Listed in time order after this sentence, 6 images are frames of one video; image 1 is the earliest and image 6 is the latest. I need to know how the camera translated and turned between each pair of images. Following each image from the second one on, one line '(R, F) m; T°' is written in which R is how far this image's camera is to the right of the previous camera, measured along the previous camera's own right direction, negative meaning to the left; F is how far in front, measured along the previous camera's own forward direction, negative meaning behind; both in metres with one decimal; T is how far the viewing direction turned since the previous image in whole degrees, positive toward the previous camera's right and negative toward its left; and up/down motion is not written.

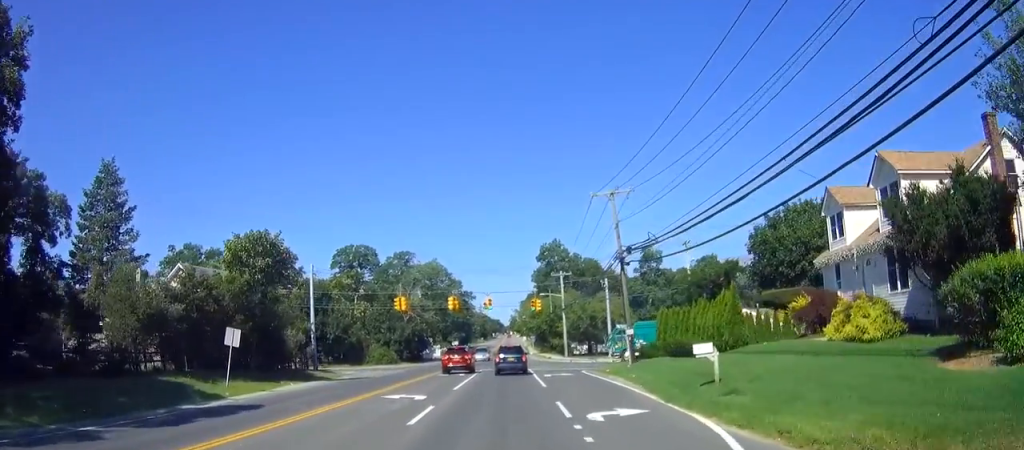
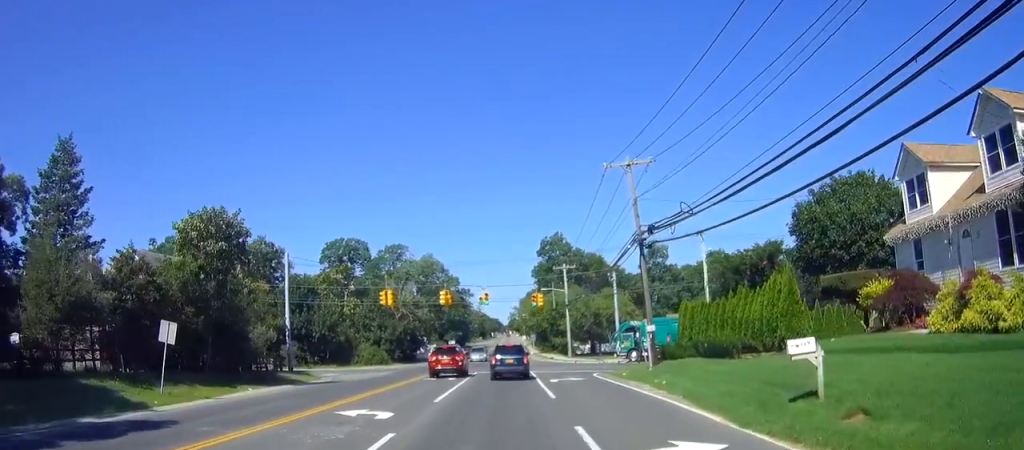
(0.0, +6.1) m; 0°
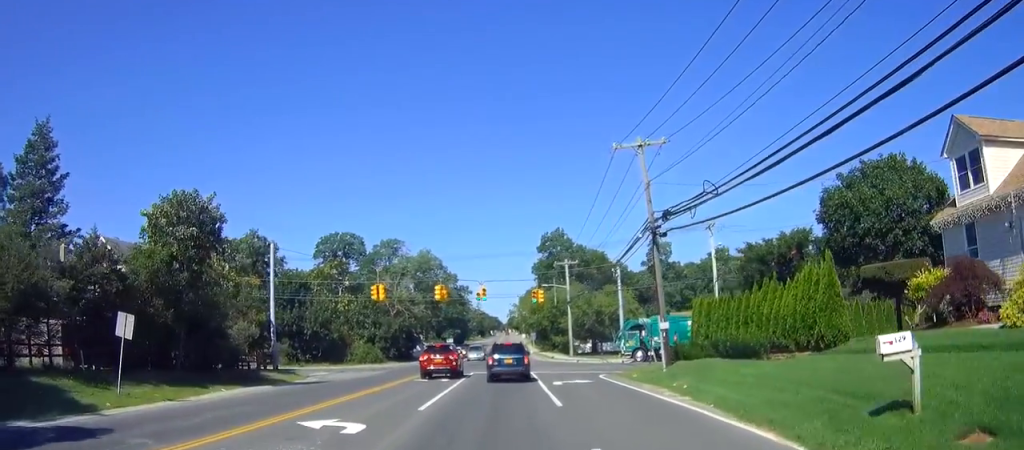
(0.0, +3.3) m; 0°
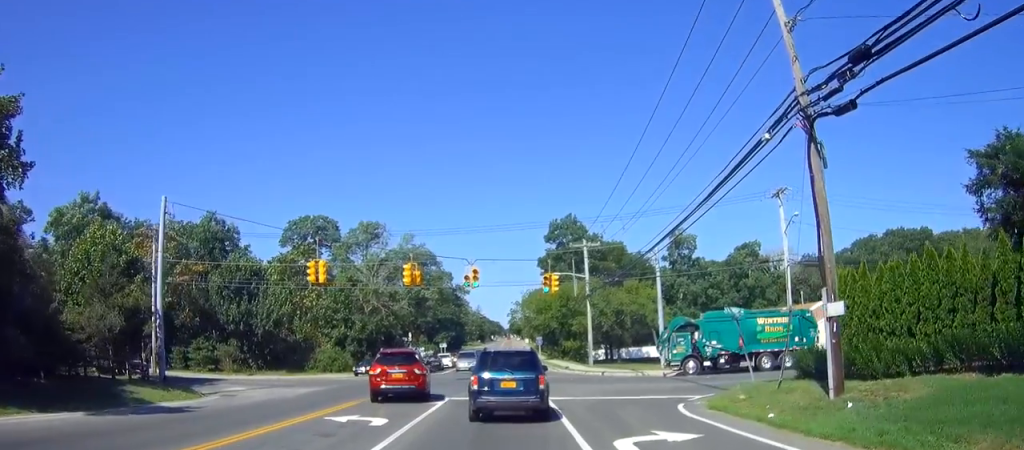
(-0.4, +17.5) m; -2°
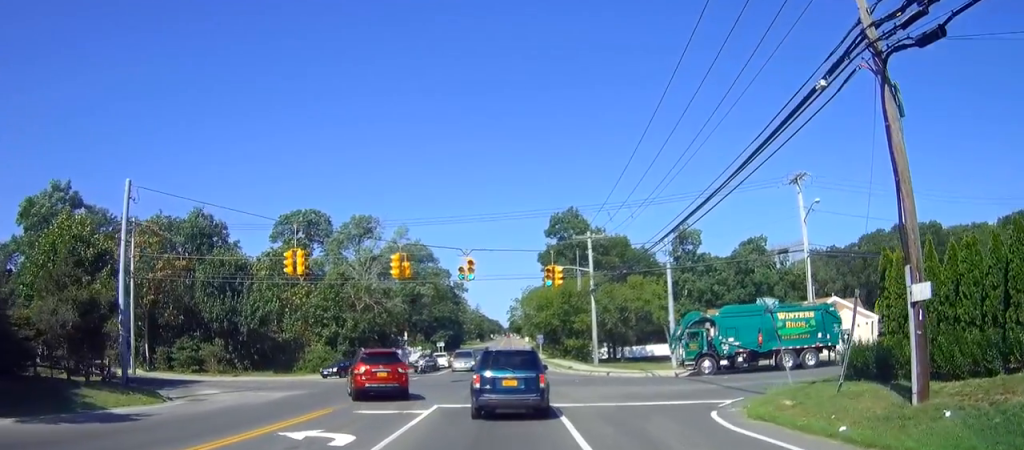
(0.0, +4.0) m; 0°
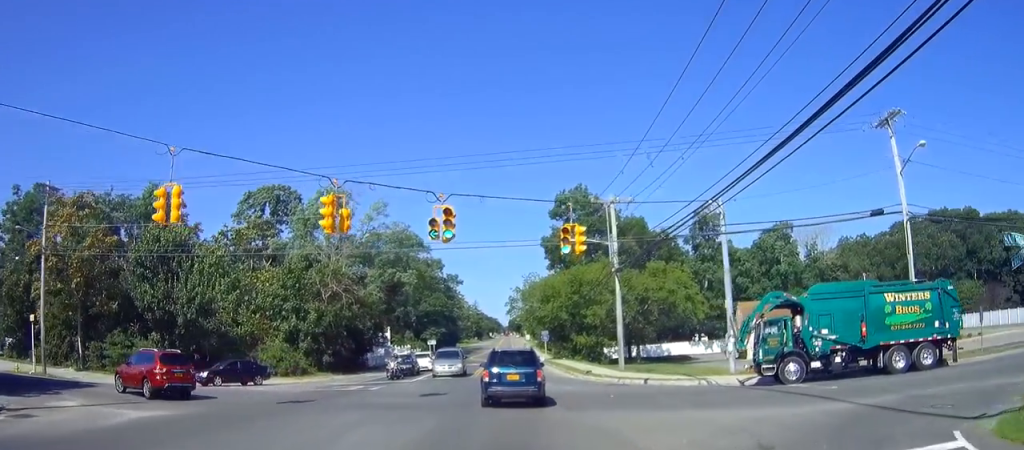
(+0.3, +12.8) m; +3°
